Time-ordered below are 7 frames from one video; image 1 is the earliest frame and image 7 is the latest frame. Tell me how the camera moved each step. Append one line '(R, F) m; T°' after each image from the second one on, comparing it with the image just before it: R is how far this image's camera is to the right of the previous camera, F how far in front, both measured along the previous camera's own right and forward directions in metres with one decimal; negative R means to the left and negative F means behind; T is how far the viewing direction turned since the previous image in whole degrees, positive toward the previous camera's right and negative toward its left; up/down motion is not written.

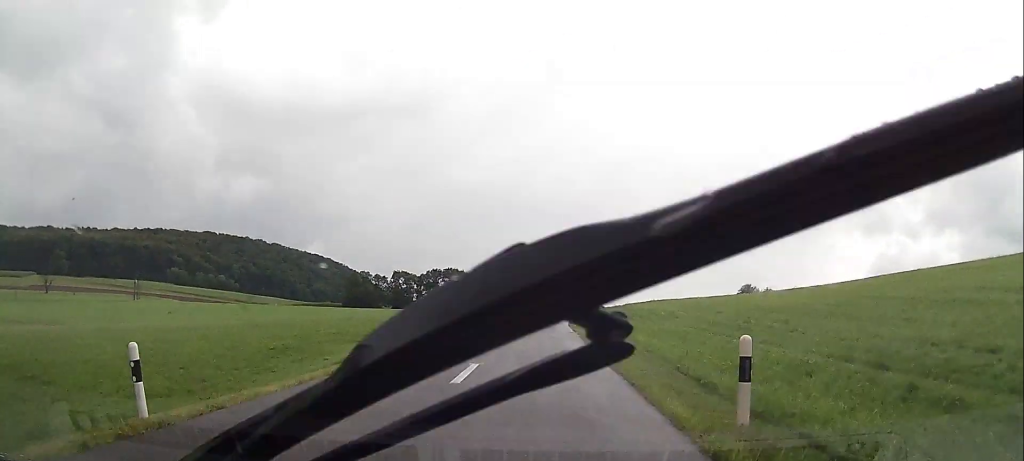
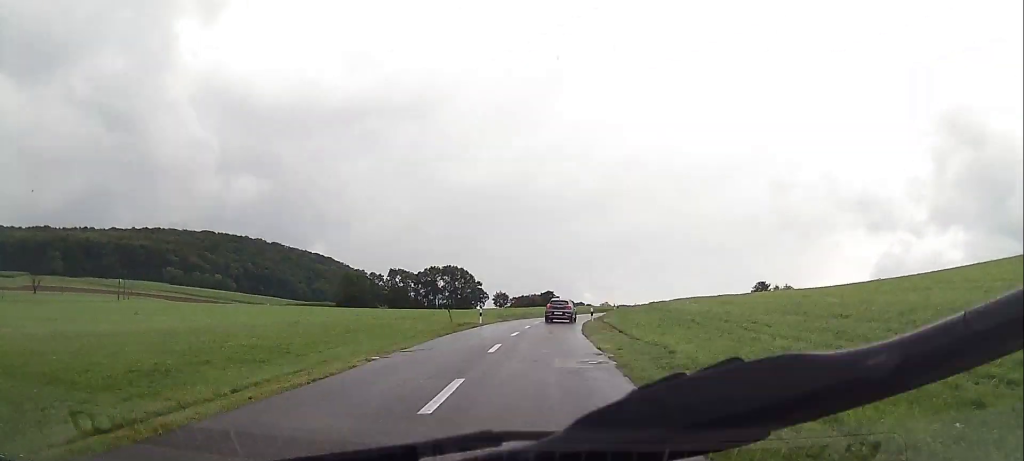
(+1.3, +11.1) m; +8°
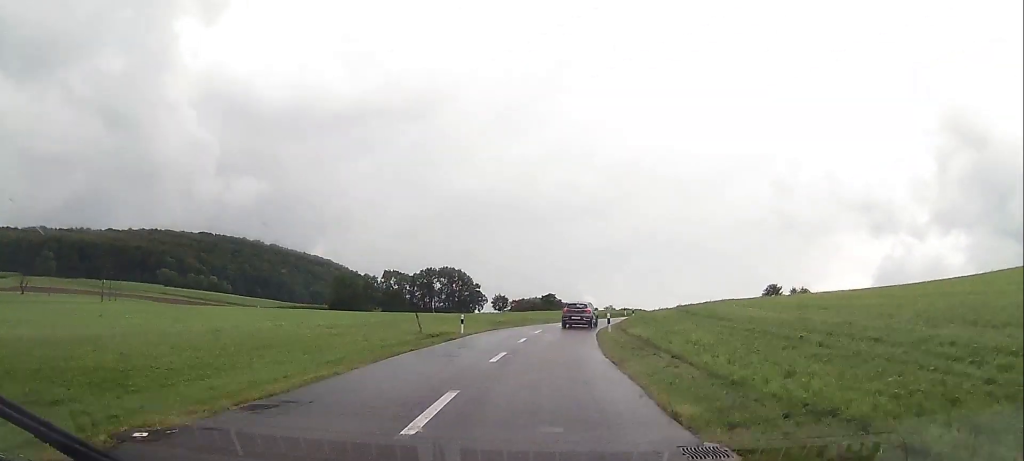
(+0.5, +9.5) m; +1°
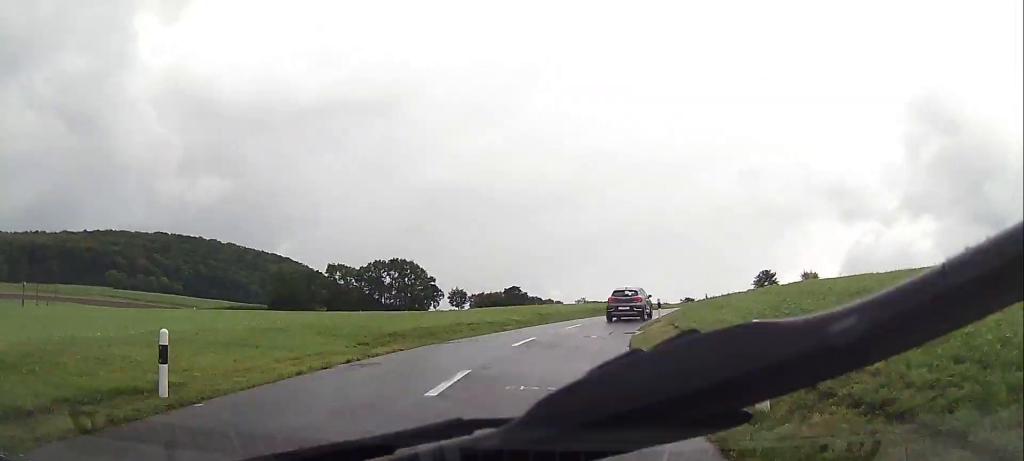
(-0.5, +23.6) m; 0°
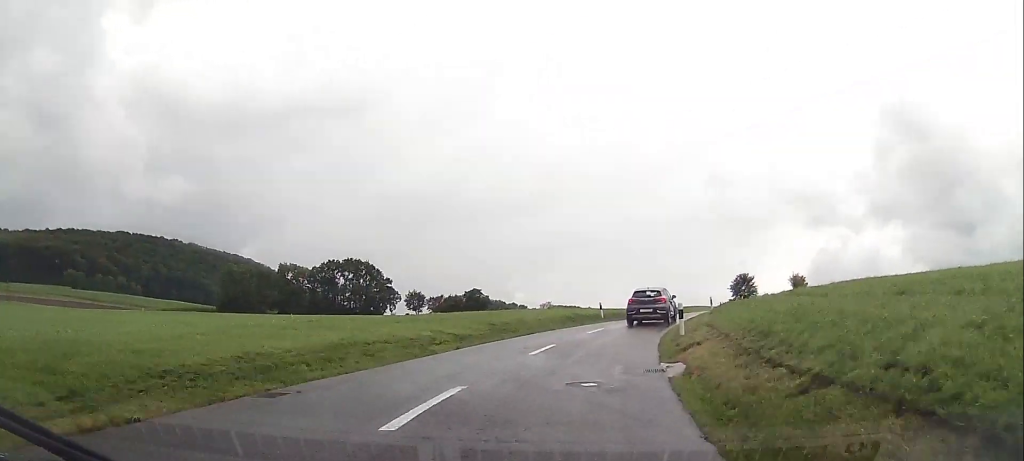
(0.0, +11.0) m; 0°
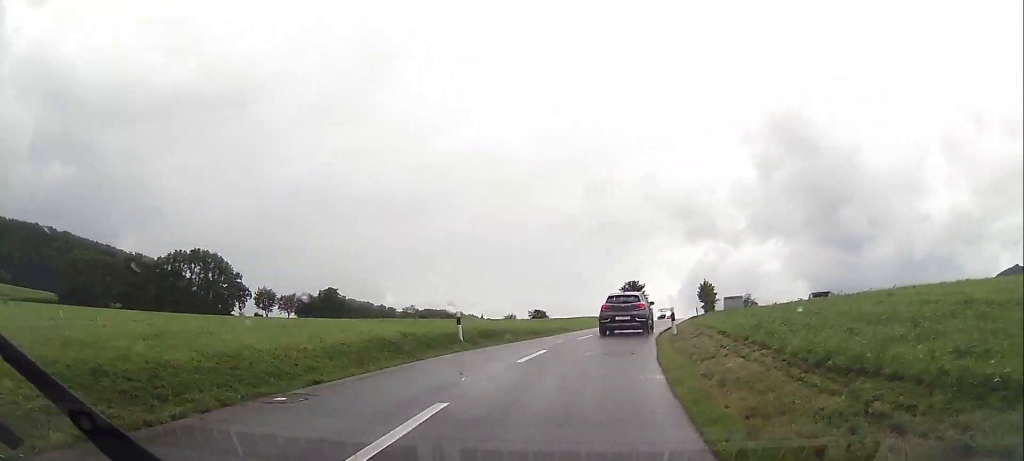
(+0.6, +18.8) m; +5°
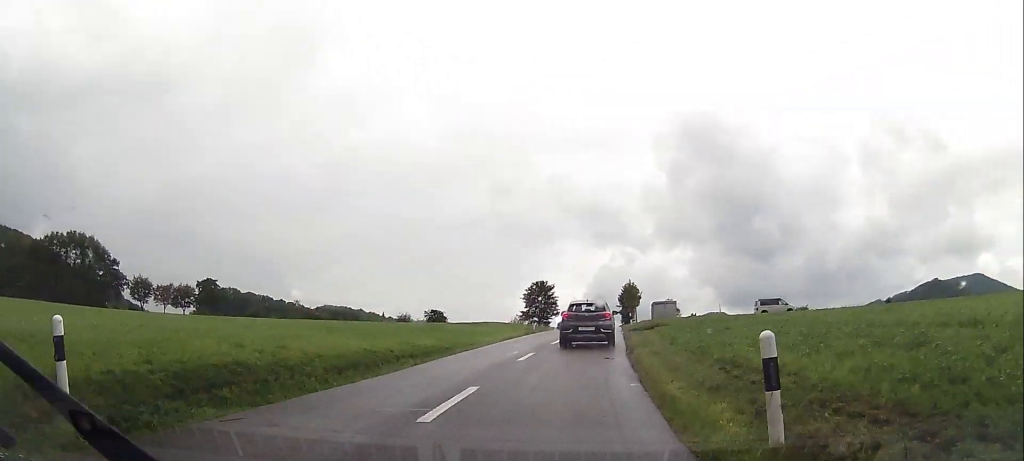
(+0.8, +15.5) m; +10°
